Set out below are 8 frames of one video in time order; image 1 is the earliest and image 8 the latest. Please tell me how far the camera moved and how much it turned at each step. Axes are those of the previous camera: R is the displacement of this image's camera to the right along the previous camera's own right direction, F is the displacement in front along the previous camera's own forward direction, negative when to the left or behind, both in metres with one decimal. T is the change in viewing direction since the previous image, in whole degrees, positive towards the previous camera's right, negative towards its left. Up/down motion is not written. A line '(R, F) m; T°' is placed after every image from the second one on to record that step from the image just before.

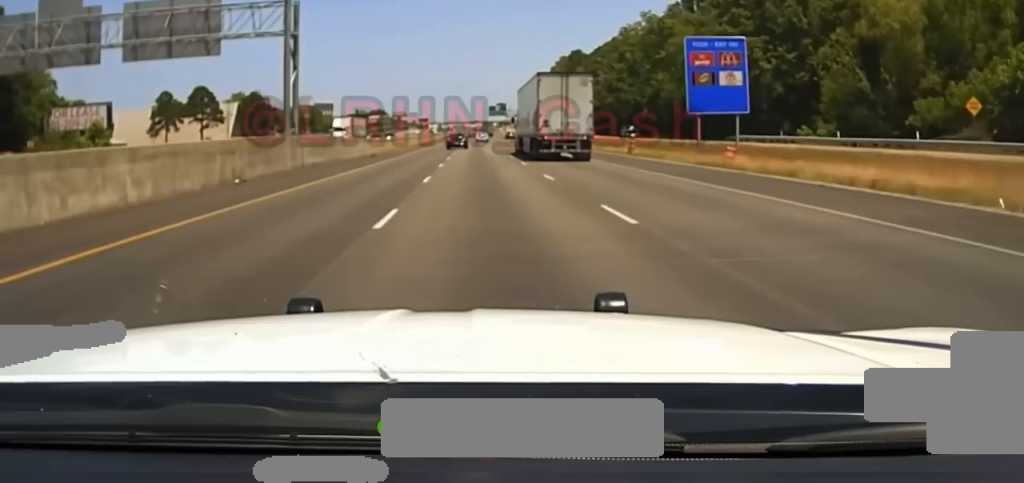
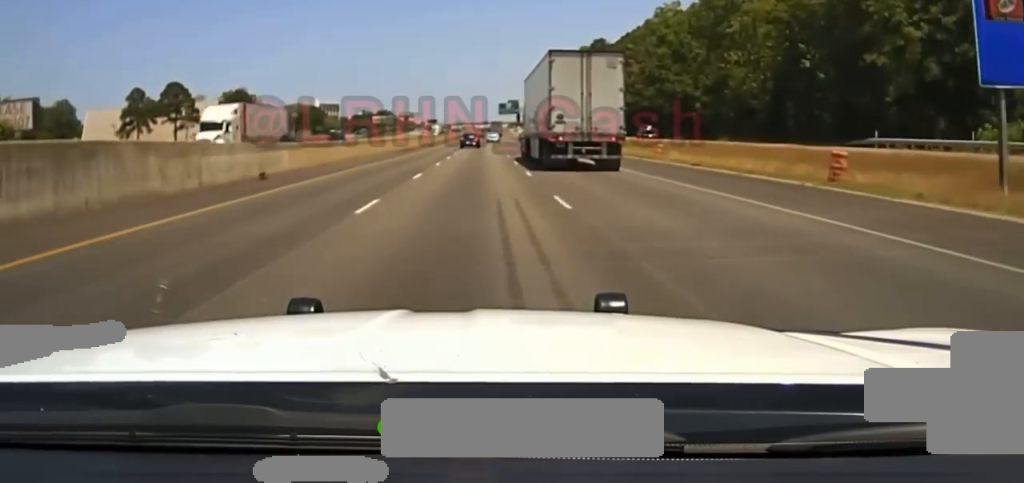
(+0.1, +34.0) m; 0°
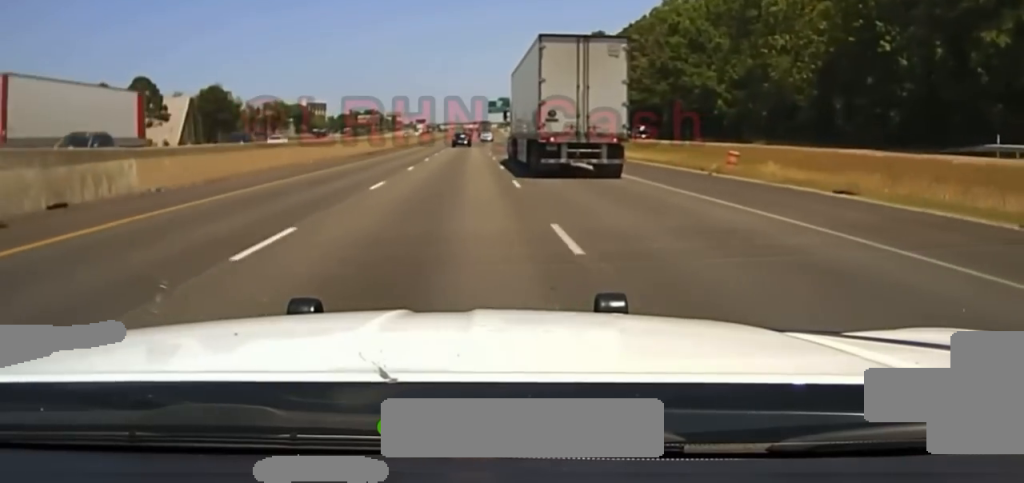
(0.0, +19.2) m; 0°
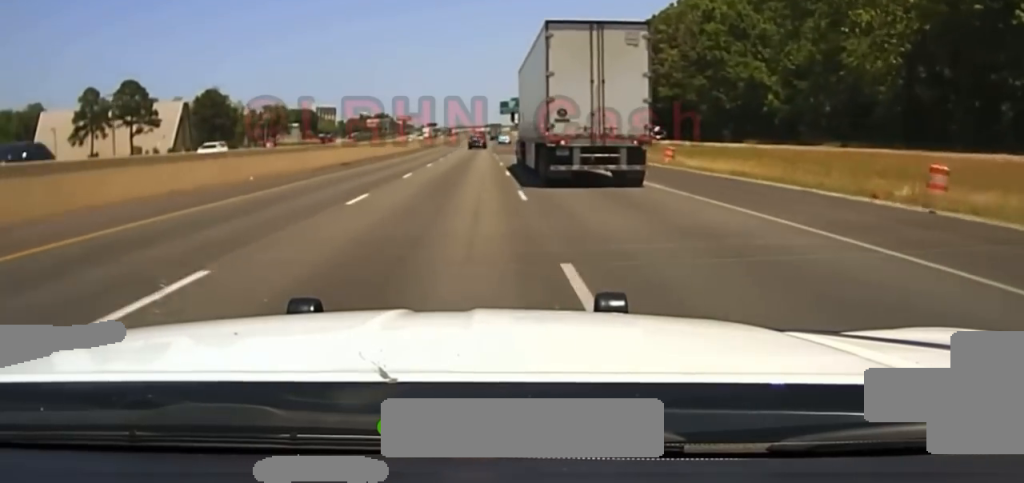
(-0.1, +17.7) m; 0°
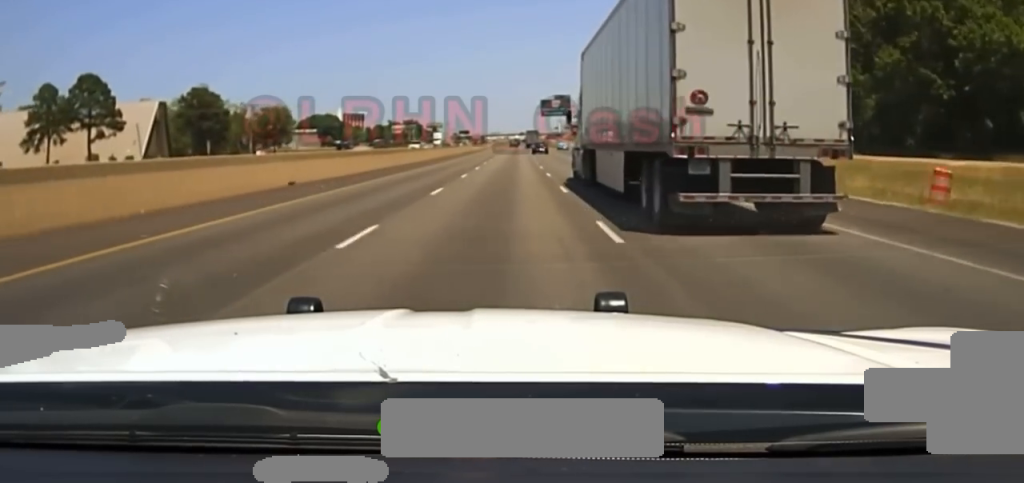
(-0.3, +45.4) m; -1°
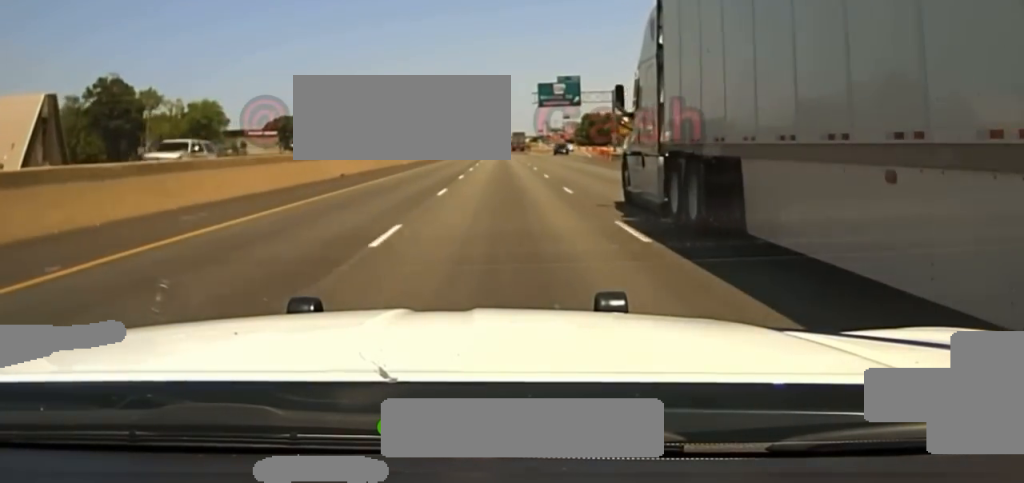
(-0.6, +44.8) m; -1°
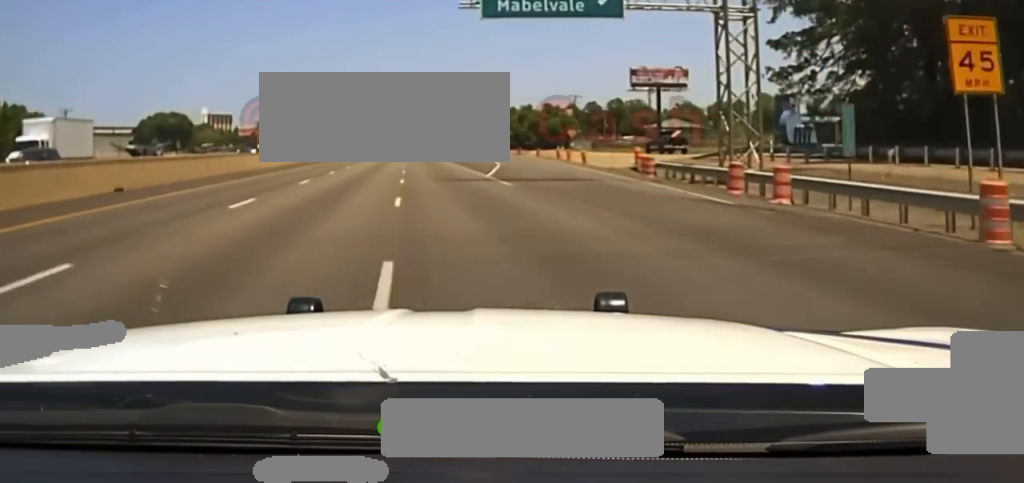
(+2.2, +77.9) m; +4°
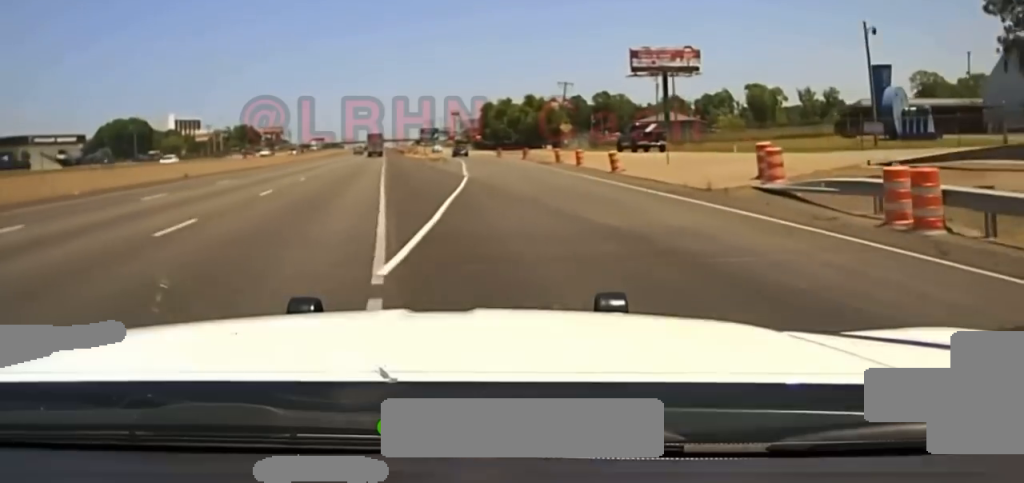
(+0.7, +31.6) m; +2°
